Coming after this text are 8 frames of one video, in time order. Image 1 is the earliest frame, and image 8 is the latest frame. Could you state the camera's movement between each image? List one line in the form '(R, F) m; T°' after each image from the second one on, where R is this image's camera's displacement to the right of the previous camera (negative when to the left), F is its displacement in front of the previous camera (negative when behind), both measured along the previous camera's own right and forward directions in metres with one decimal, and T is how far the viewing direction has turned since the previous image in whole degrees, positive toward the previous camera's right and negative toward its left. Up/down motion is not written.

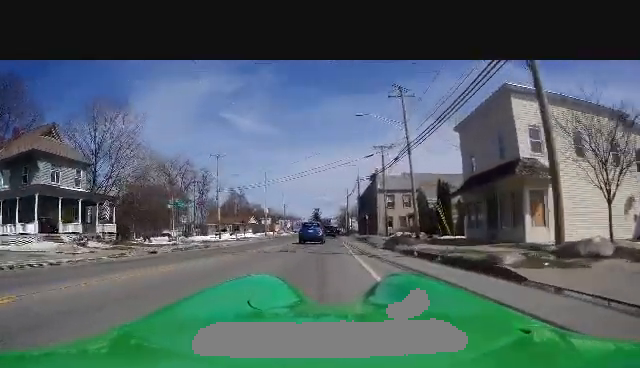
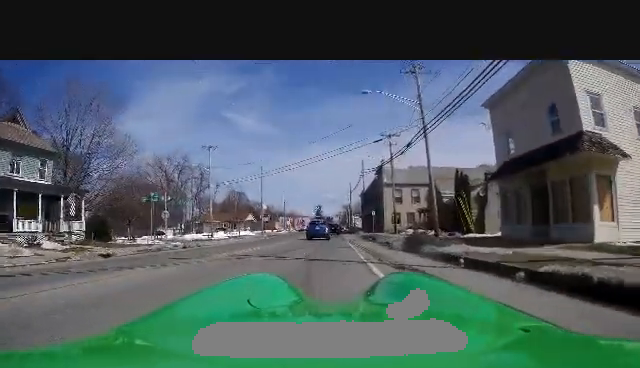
(0.0, +5.0) m; -6°
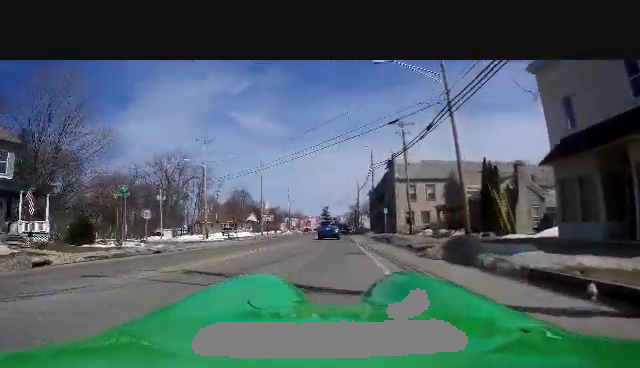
(-0.4, +5.0) m; -3°
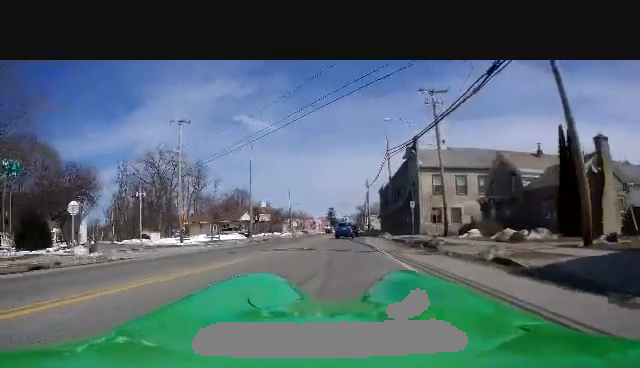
(-0.9, +10.3) m; +4°
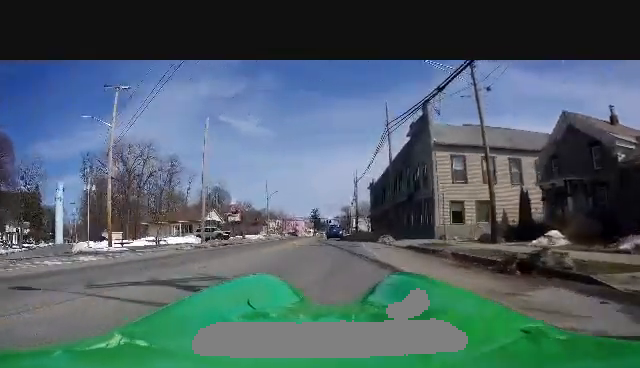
(+1.8, +10.4) m; +21°
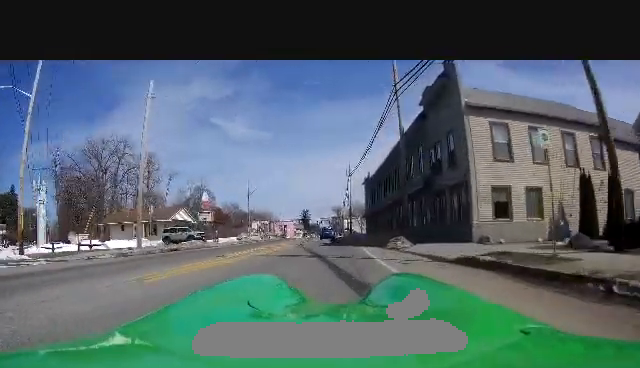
(+2.0, +9.6) m; +4°
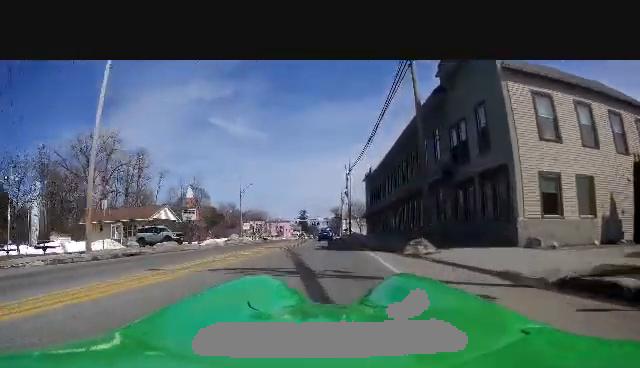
(-0.7, +5.1) m; -6°
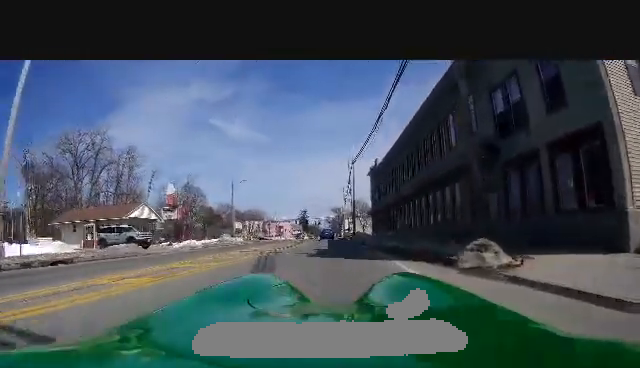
(-0.4, +6.2) m; -6°
